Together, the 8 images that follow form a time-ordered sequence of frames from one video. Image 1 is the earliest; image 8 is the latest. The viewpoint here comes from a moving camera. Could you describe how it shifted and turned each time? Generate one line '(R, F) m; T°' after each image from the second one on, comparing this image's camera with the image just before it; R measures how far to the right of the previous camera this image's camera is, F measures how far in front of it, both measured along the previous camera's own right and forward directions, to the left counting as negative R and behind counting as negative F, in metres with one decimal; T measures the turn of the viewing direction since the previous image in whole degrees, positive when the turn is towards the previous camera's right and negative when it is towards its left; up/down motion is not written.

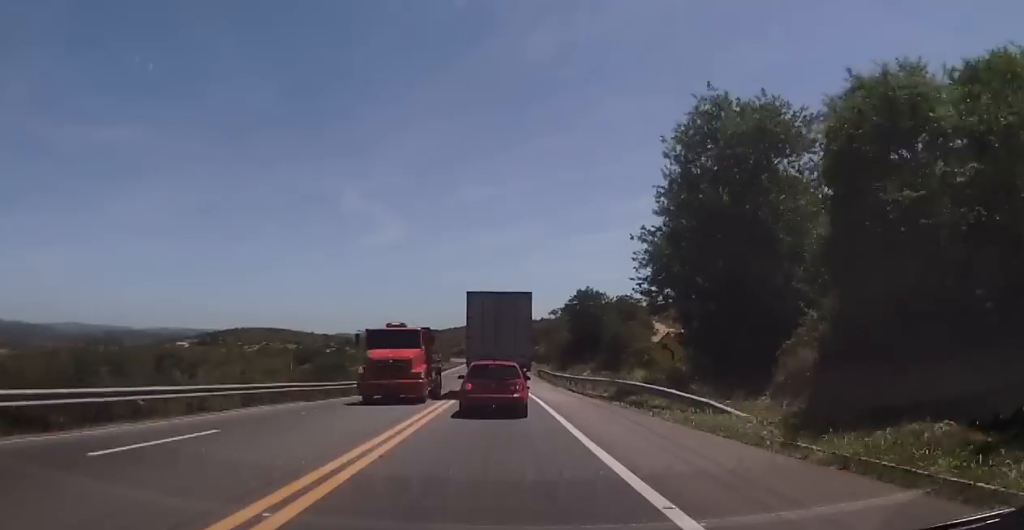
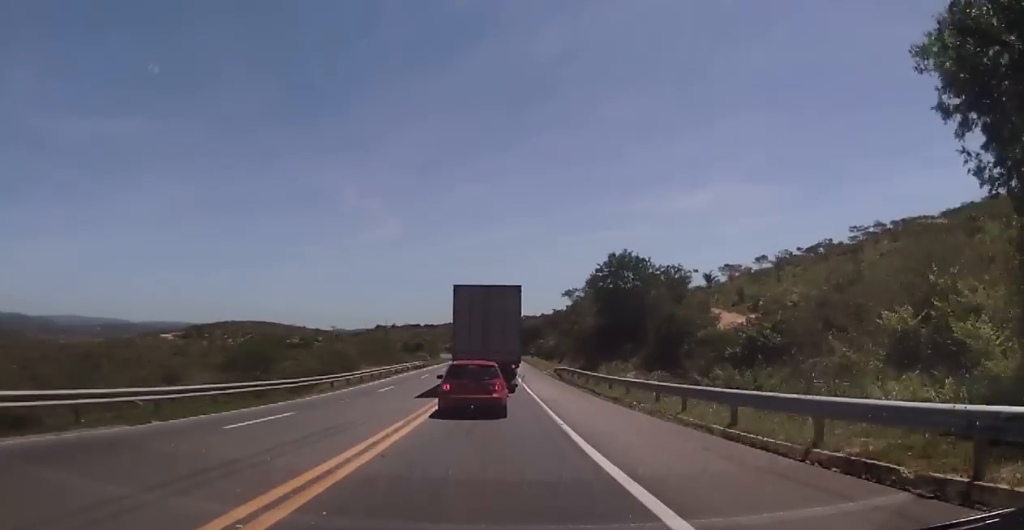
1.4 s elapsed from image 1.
(+0.3, +31.1) m; +1°
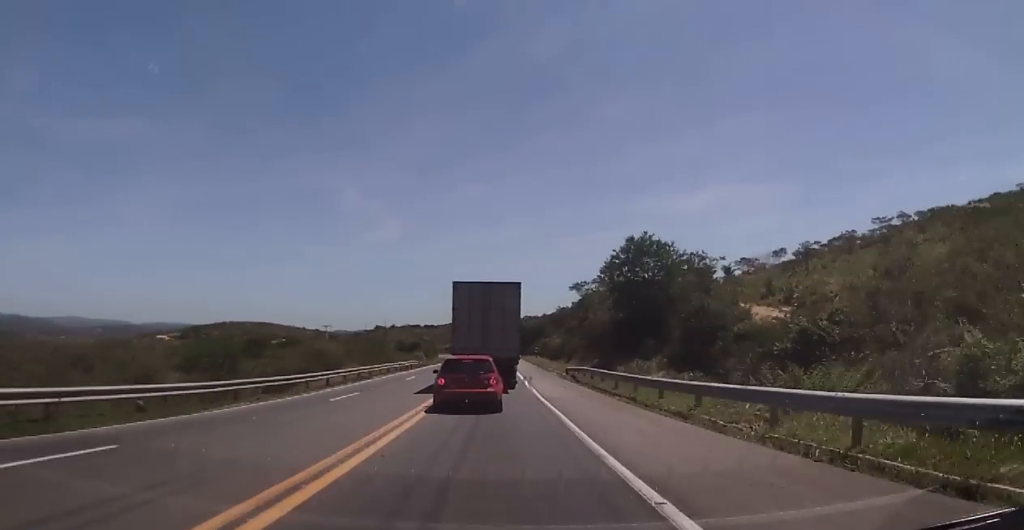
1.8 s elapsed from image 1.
(0.0, +9.6) m; 0°
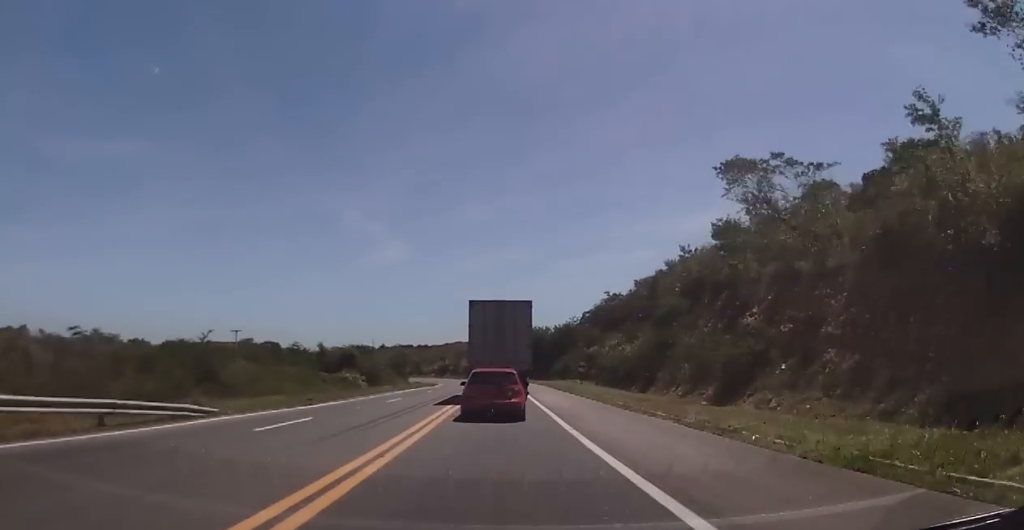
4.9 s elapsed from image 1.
(-0.9, +63.7) m; -2°
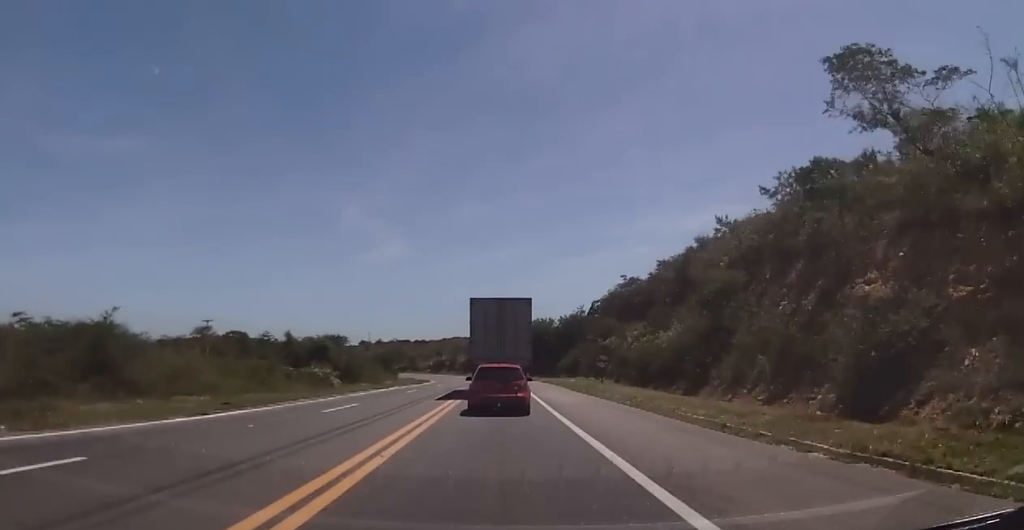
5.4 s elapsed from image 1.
(-0.1, +11.5) m; 0°
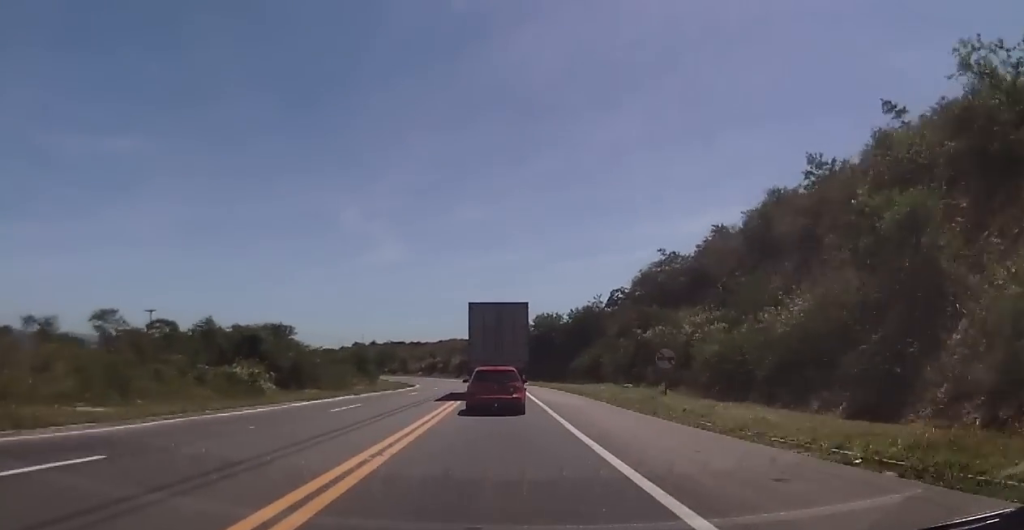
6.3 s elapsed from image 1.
(0.0, +17.5) m; +1°
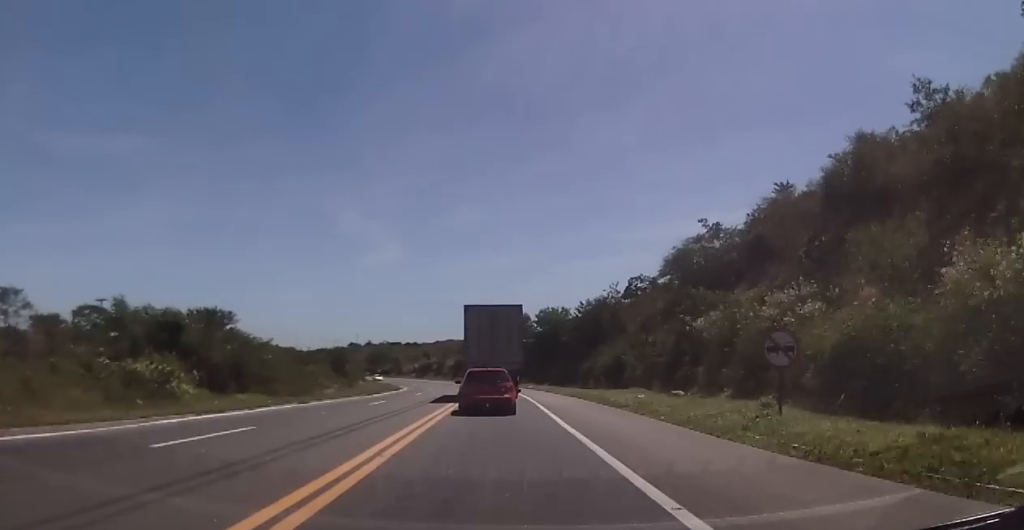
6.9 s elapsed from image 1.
(0.0, +11.5) m; +1°
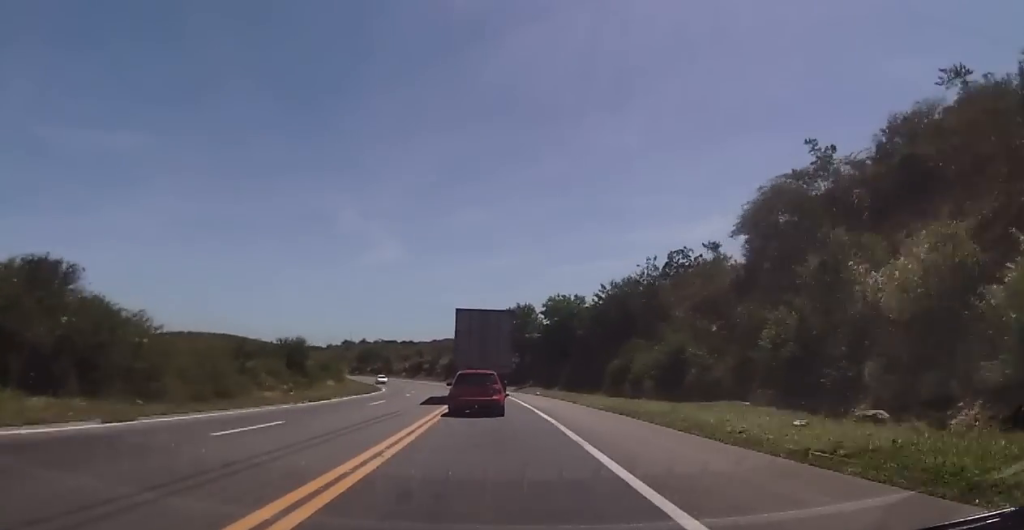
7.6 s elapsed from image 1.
(+0.4, +15.6) m; 0°
